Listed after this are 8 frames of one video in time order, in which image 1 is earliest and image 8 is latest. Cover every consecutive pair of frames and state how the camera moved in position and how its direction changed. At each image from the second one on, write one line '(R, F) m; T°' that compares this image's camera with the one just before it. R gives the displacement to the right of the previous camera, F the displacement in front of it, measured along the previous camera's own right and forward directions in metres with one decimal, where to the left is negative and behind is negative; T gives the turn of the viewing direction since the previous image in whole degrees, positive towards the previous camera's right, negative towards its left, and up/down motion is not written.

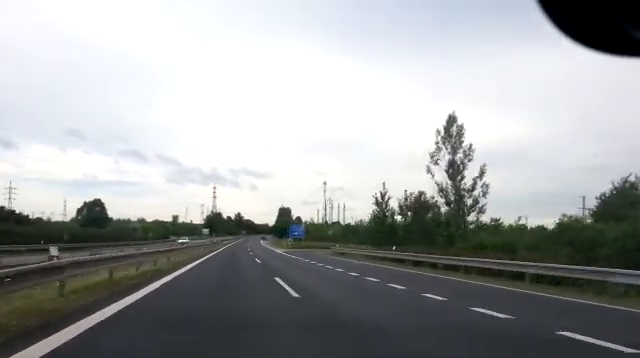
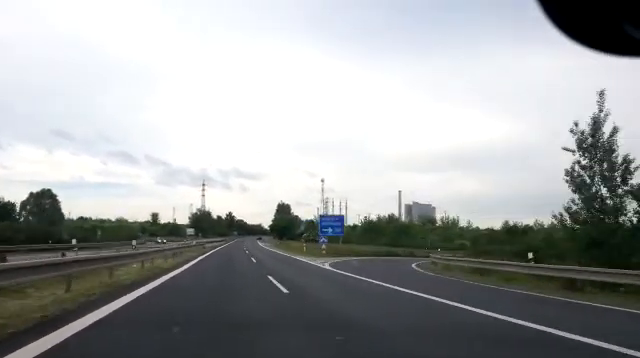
(+0.5, +34.3) m; 0°
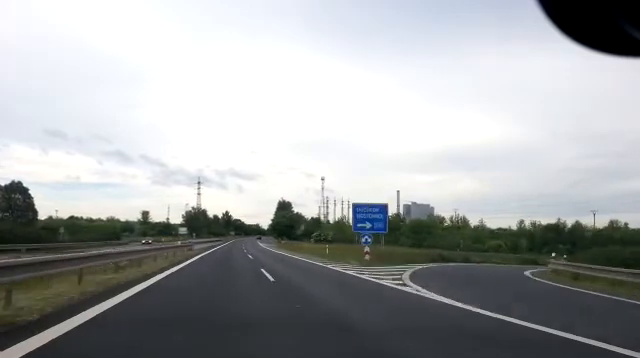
(-0.1, +14.6) m; 0°
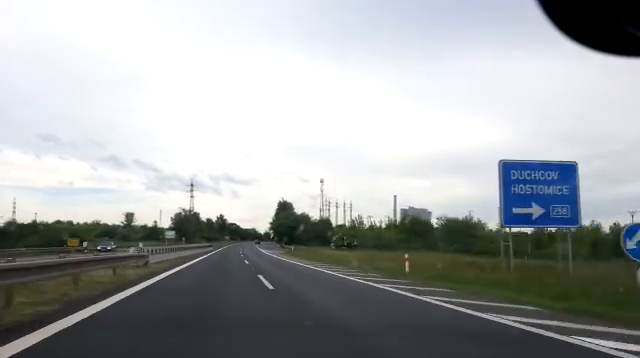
(-0.1, +19.4) m; 0°
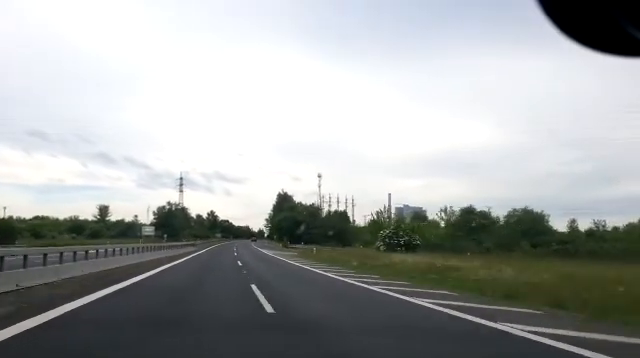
(+0.3, +22.3) m; +2°
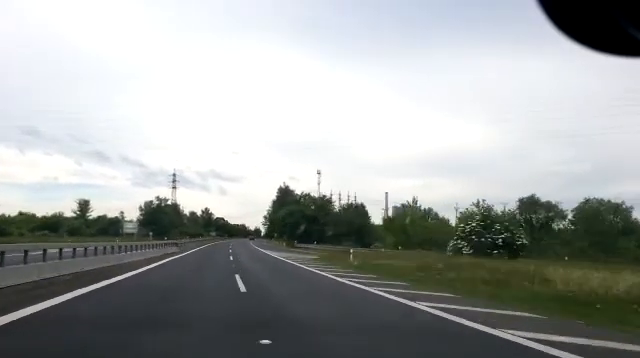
(+0.3, +14.3) m; +1°
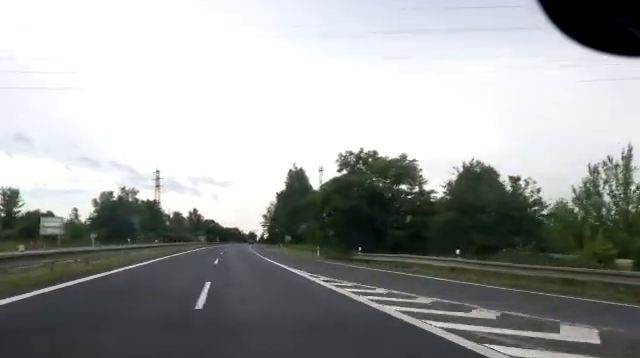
(+0.5, +38.1) m; +1°
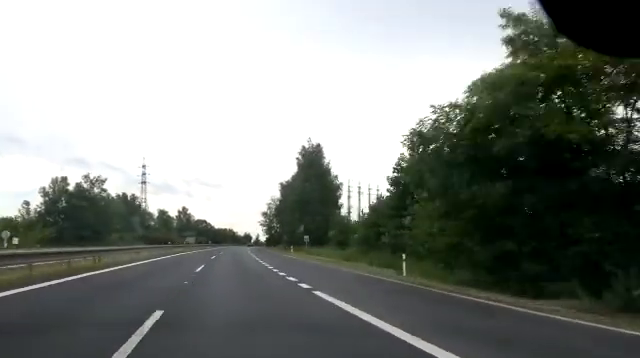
(+0.1, +23.7) m; 0°
